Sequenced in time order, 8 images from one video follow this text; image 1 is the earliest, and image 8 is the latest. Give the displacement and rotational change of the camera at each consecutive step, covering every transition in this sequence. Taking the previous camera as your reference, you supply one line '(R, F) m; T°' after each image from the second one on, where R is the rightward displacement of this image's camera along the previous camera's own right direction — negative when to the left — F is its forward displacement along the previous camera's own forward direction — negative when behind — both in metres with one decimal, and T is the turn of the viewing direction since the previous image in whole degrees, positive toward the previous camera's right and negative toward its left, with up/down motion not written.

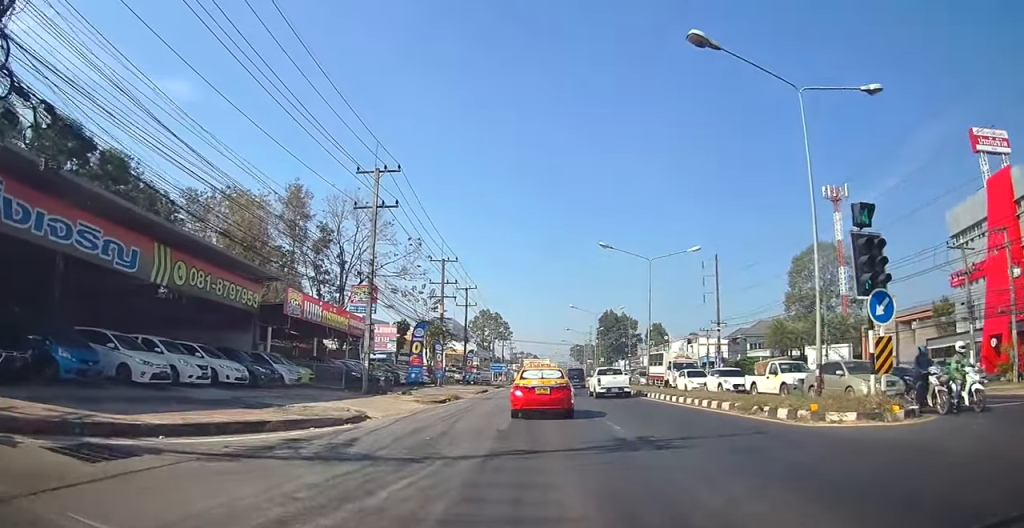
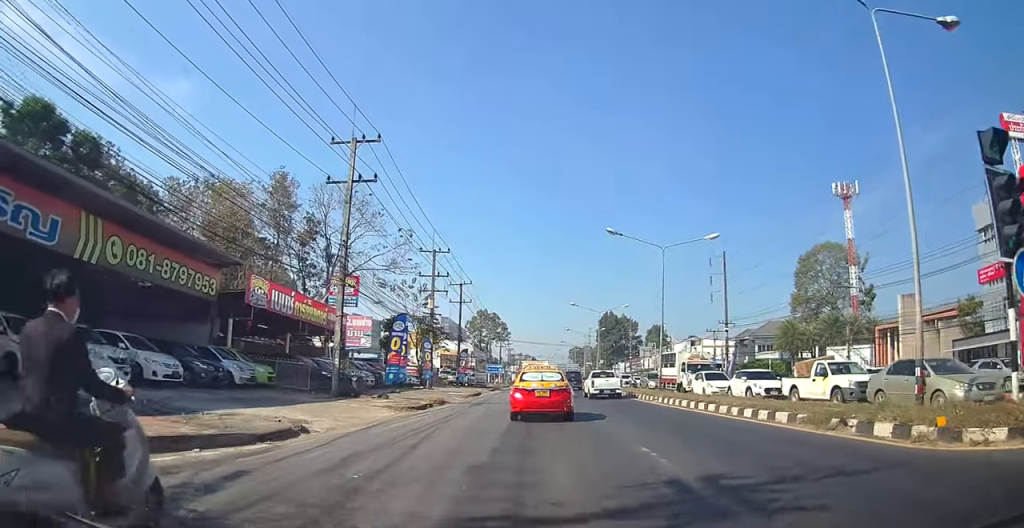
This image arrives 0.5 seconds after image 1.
(0.0, +3.8) m; 0°
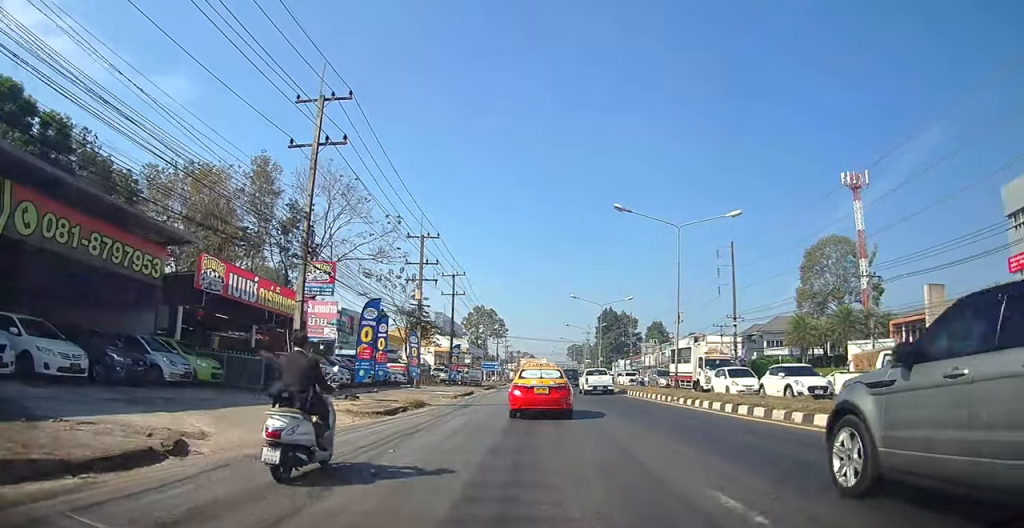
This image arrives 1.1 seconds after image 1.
(-0.1, +3.8) m; 0°
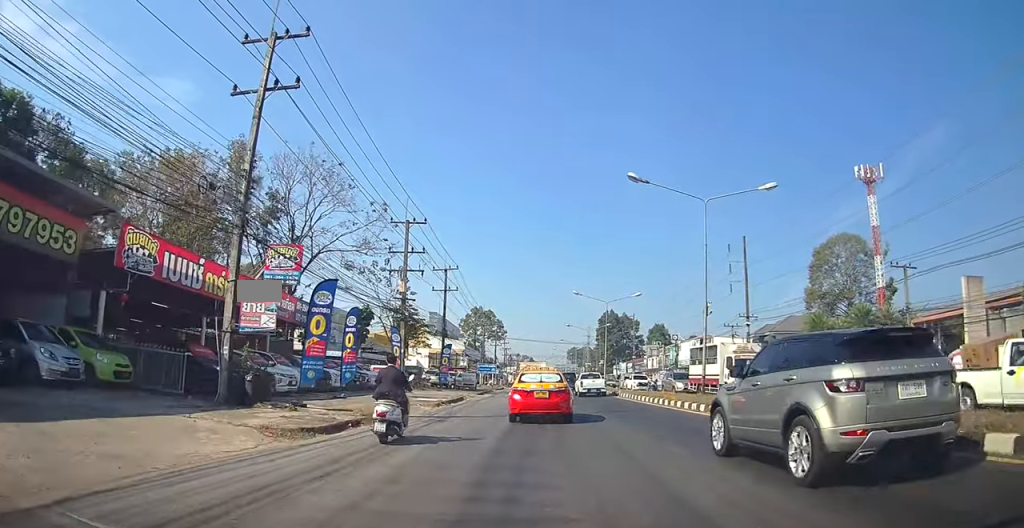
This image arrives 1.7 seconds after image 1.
(0.0, +4.5) m; 0°
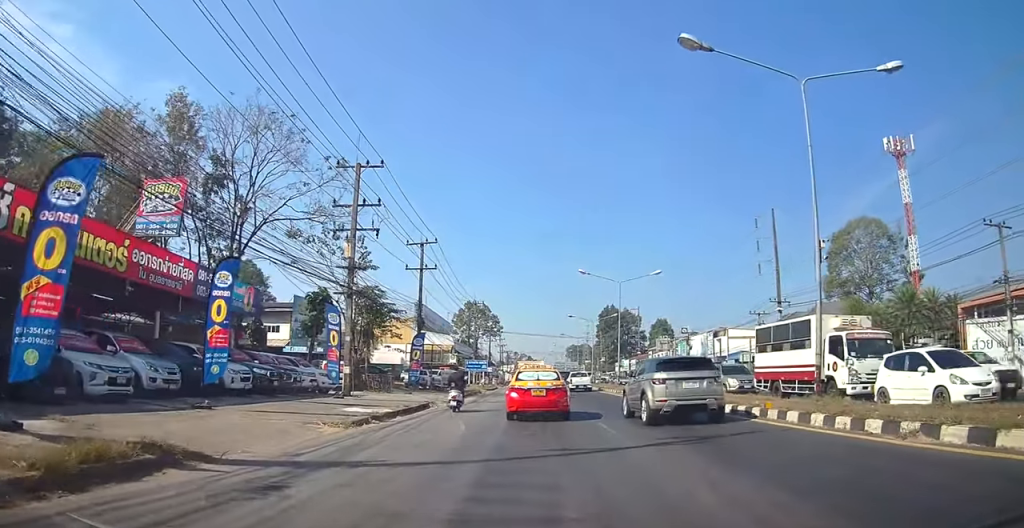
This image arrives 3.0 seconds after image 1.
(-0.1, +9.7) m; -3°
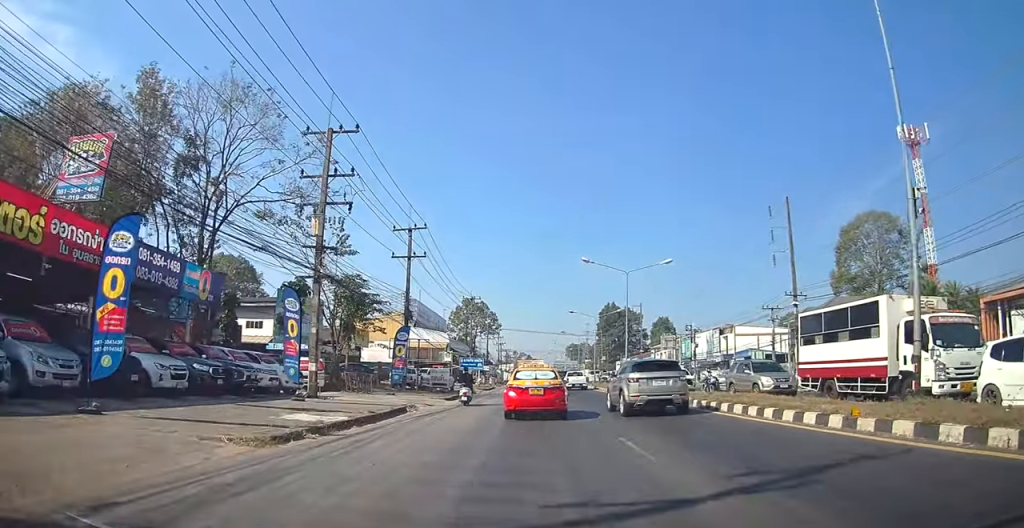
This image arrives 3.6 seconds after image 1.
(0.0, +3.9) m; -2°
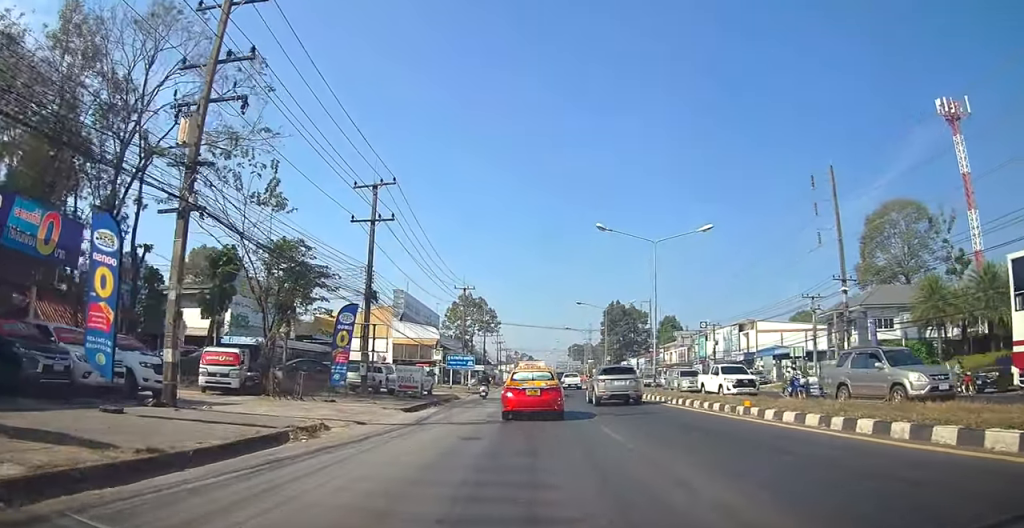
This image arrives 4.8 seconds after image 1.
(-0.2, +9.2) m; -1°
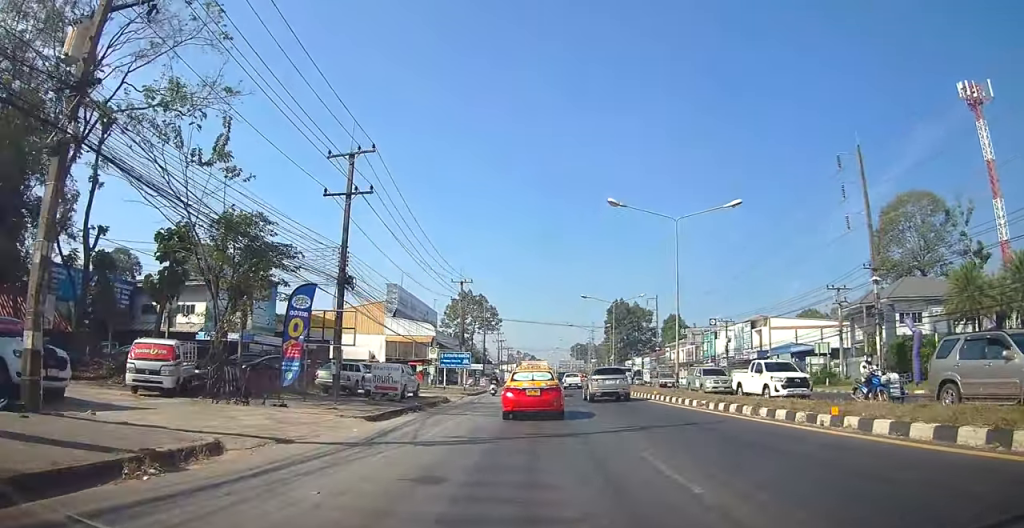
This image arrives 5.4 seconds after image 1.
(0.0, +4.4) m; 0°
